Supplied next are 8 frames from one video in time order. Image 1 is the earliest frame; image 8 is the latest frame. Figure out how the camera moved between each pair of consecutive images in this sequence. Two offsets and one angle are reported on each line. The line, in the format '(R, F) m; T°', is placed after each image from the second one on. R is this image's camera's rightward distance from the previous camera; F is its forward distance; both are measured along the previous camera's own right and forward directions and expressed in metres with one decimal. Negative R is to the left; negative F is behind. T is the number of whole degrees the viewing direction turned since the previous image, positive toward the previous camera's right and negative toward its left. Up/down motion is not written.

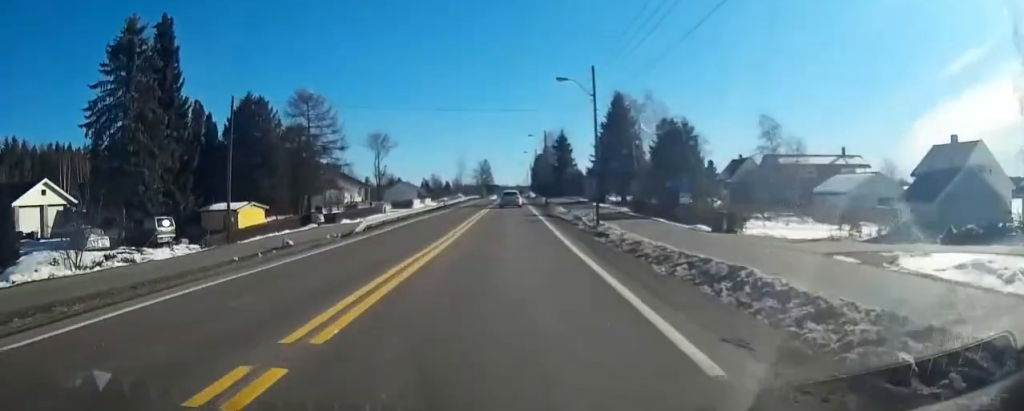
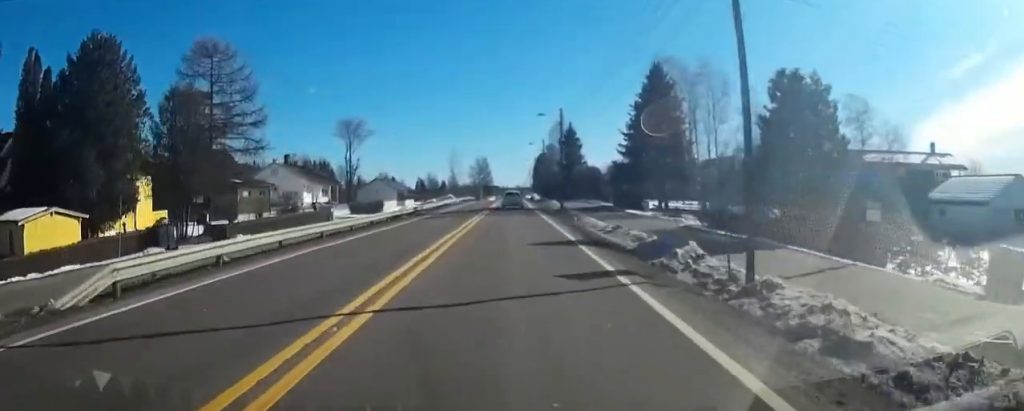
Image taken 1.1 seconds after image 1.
(+0.1, +18.1) m; 0°
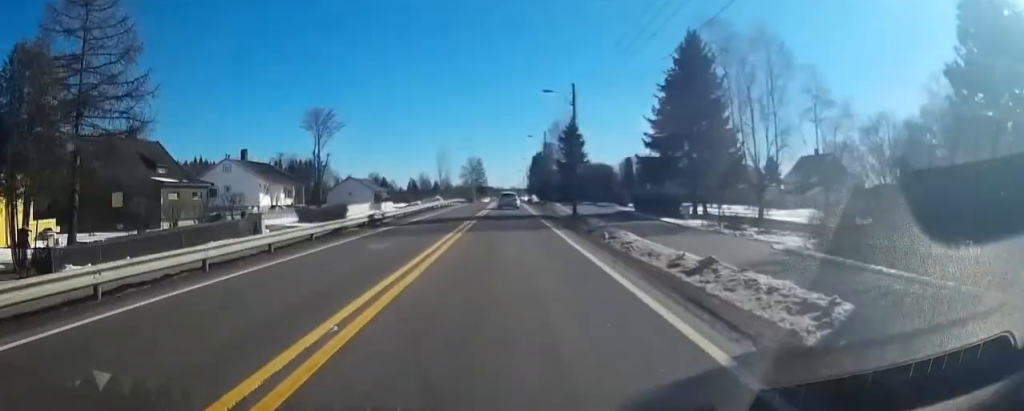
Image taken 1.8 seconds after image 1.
(+0.1, +12.5) m; 0°
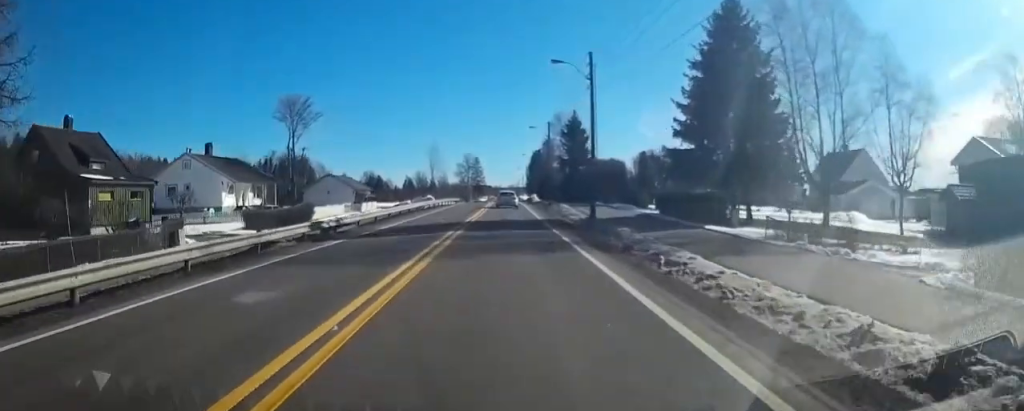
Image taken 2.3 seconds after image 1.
(0.0, +8.5) m; 0°
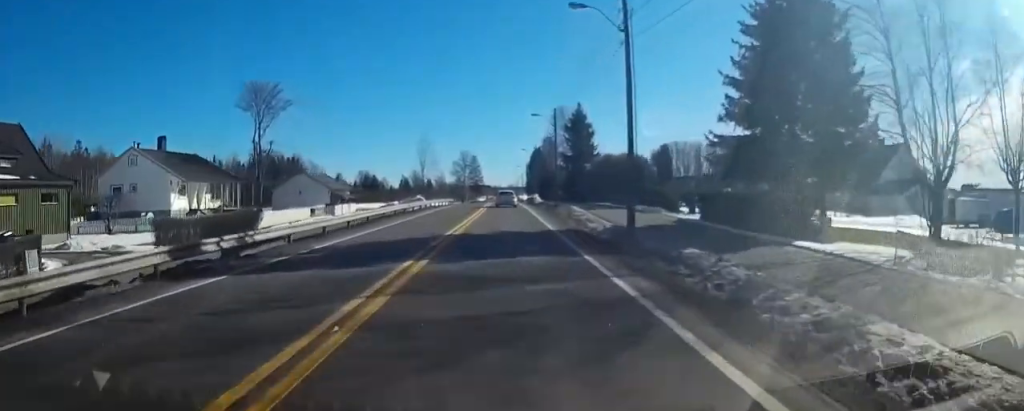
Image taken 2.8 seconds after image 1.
(+0.1, +9.2) m; 0°
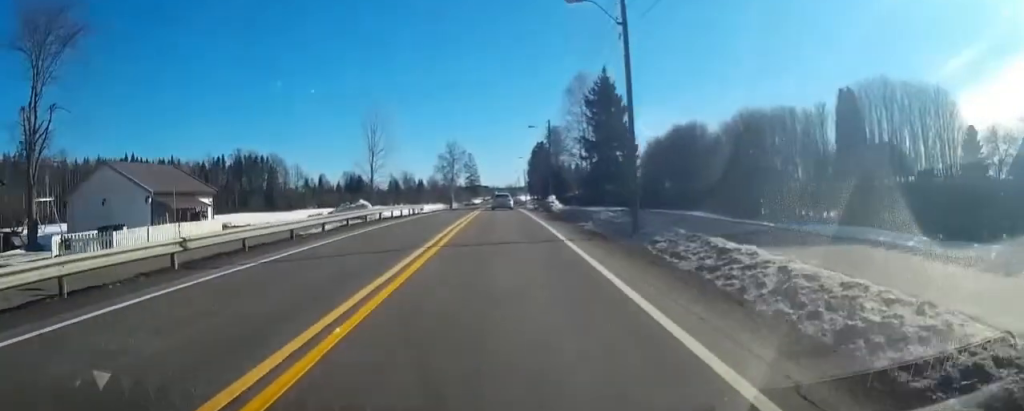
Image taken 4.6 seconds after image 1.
(+0.1, +30.9) m; 0°
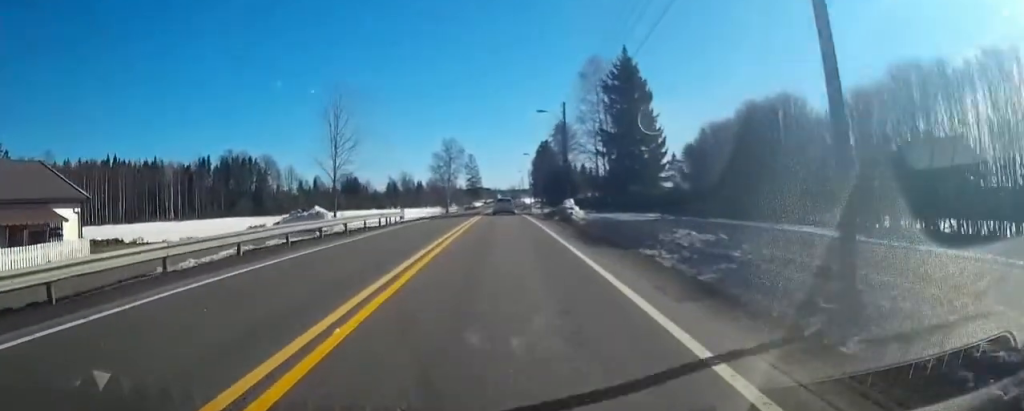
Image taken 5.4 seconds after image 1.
(0.0, +12.3) m; 0°
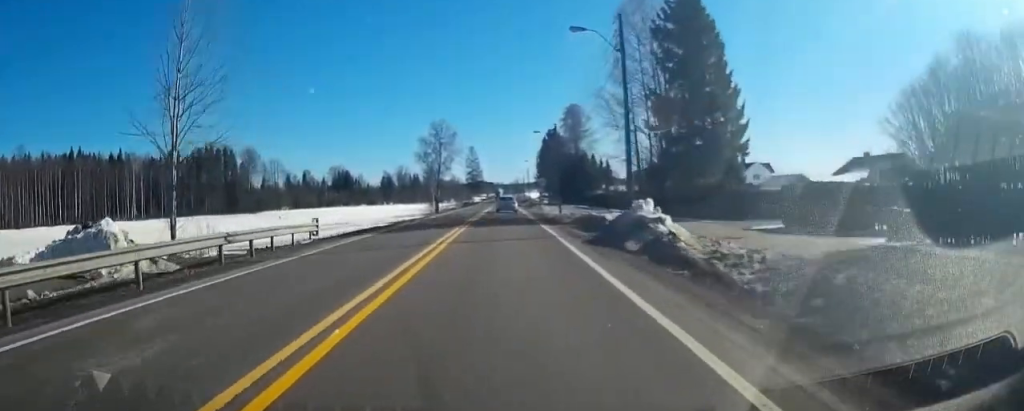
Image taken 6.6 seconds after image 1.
(-0.2, +21.0) m; -1°
